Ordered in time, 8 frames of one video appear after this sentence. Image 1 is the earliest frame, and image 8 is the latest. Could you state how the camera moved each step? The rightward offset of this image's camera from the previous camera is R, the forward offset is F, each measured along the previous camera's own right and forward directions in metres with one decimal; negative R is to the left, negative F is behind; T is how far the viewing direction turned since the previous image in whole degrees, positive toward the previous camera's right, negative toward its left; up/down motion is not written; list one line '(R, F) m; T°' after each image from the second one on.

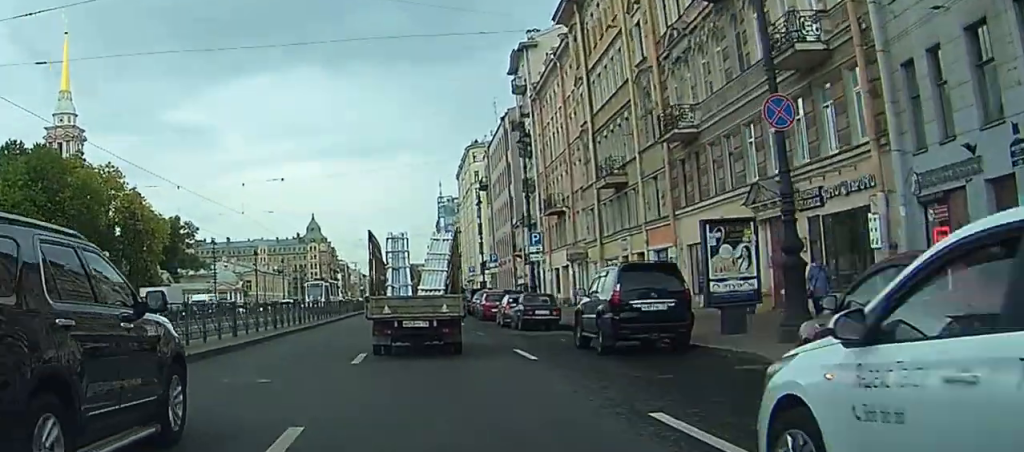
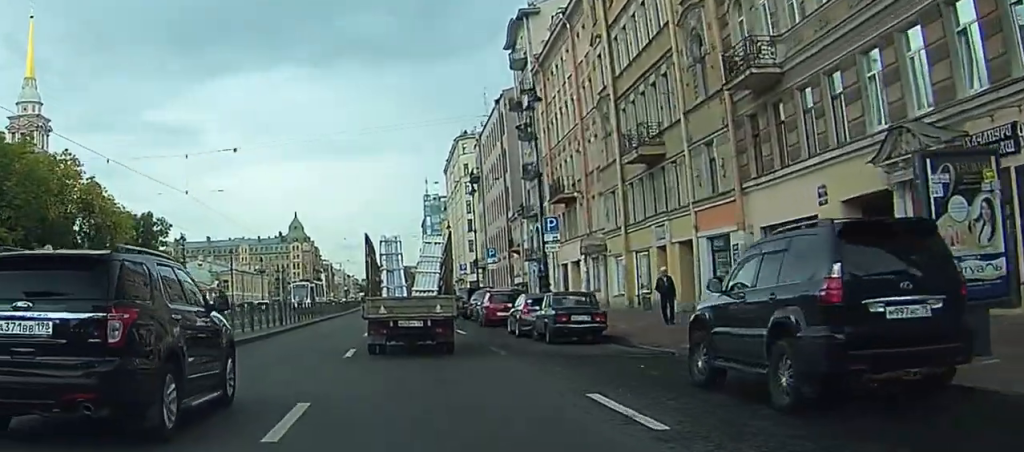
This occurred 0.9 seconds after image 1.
(0.0, +9.7) m; 0°
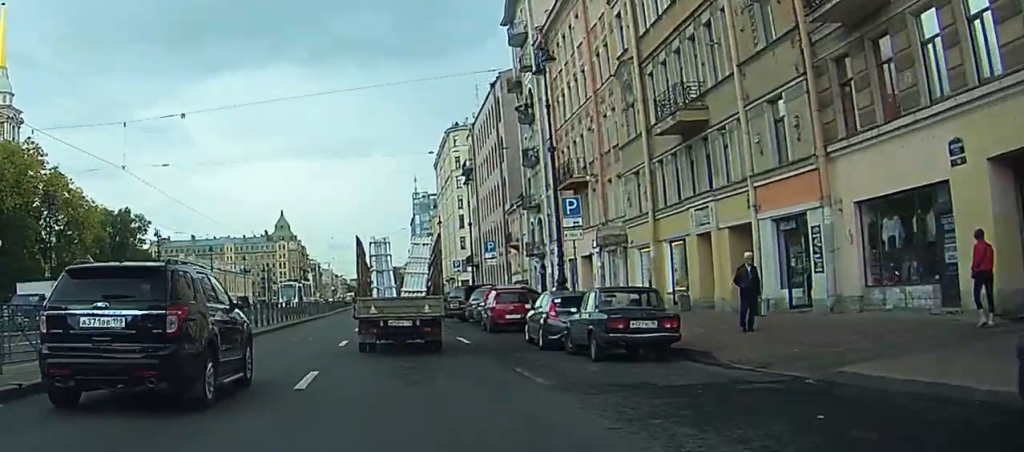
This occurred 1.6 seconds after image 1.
(-0.1, +7.3) m; -1°
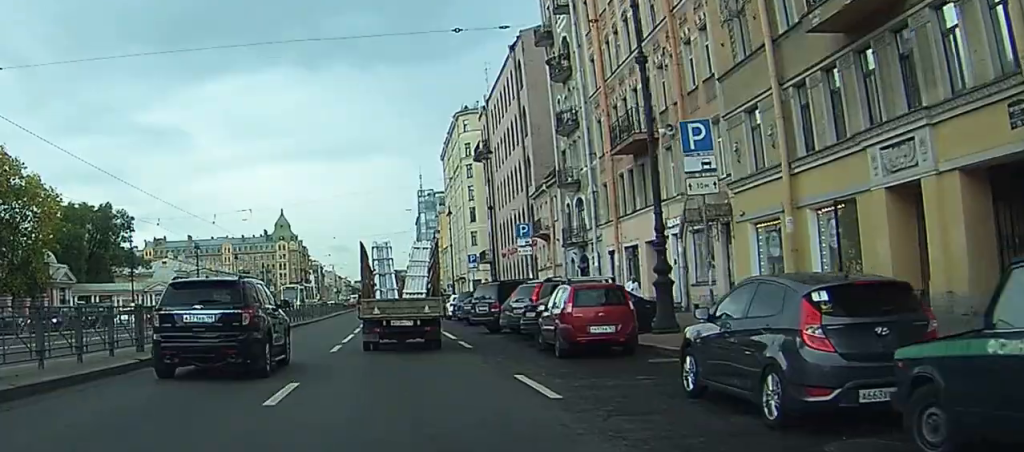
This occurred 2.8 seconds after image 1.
(-0.1, +13.8) m; 0°
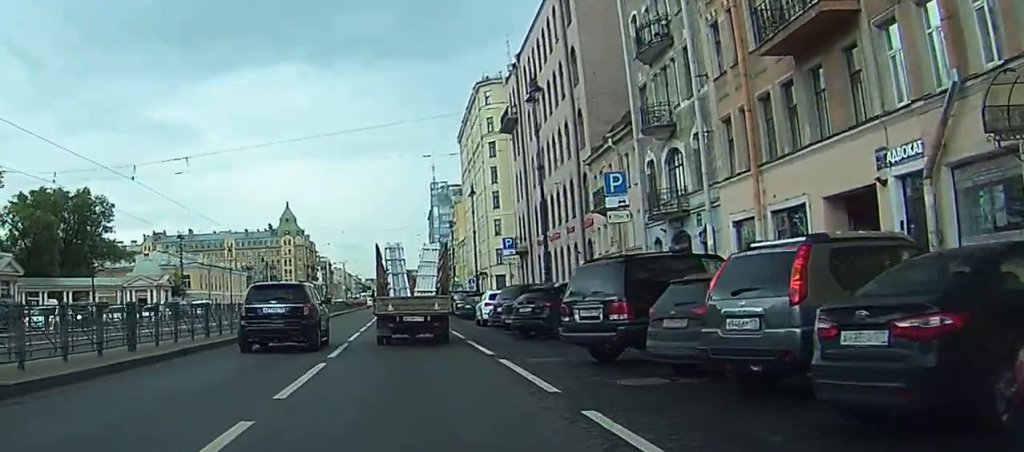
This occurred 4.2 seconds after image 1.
(+0.2, +16.5) m; 0°
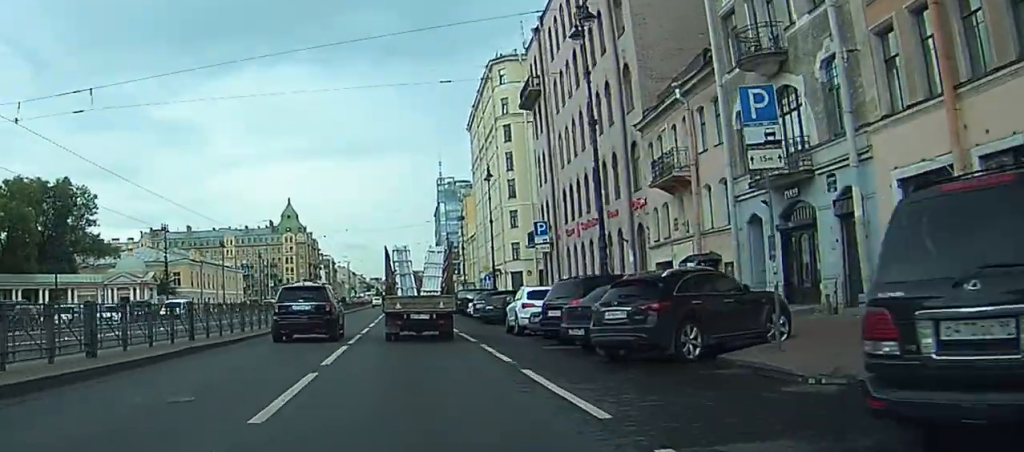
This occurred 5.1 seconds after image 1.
(-0.1, +10.6) m; -1°
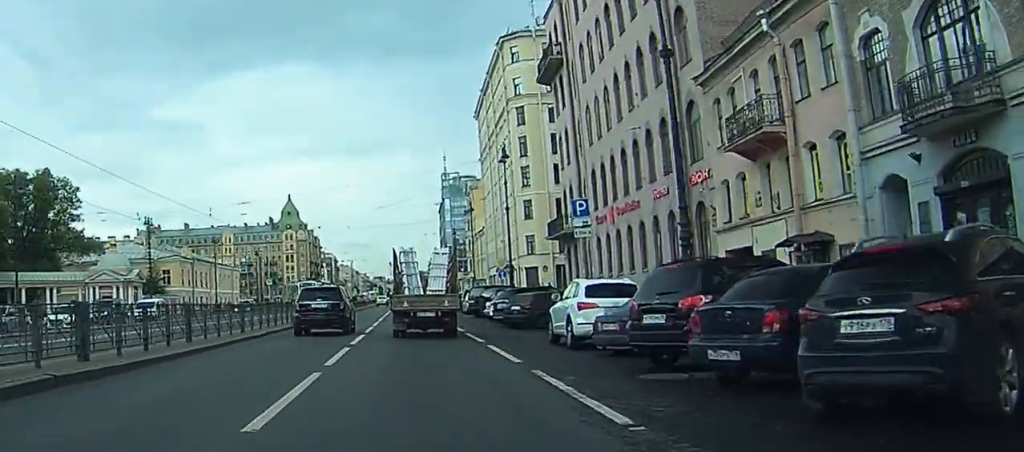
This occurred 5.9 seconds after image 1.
(0.0, +8.7) m; 0°
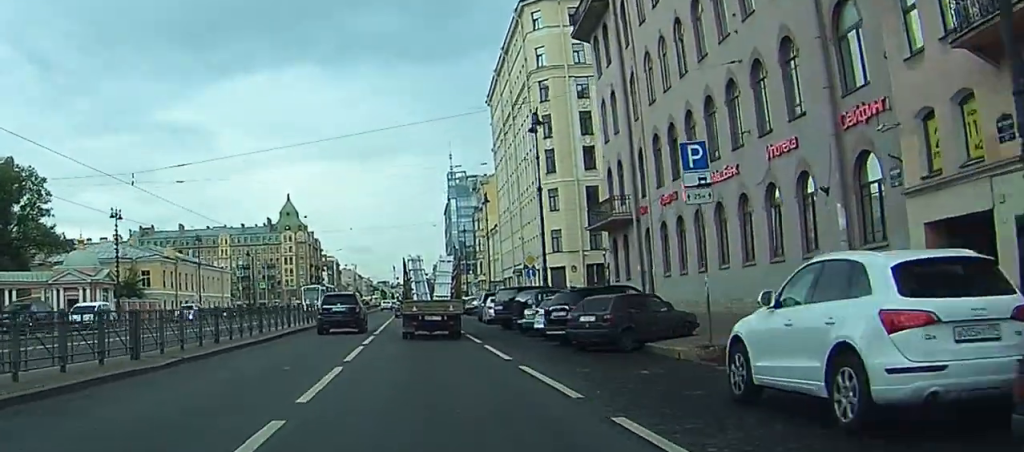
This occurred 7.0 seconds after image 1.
(-0.1, +13.3) m; -1°
